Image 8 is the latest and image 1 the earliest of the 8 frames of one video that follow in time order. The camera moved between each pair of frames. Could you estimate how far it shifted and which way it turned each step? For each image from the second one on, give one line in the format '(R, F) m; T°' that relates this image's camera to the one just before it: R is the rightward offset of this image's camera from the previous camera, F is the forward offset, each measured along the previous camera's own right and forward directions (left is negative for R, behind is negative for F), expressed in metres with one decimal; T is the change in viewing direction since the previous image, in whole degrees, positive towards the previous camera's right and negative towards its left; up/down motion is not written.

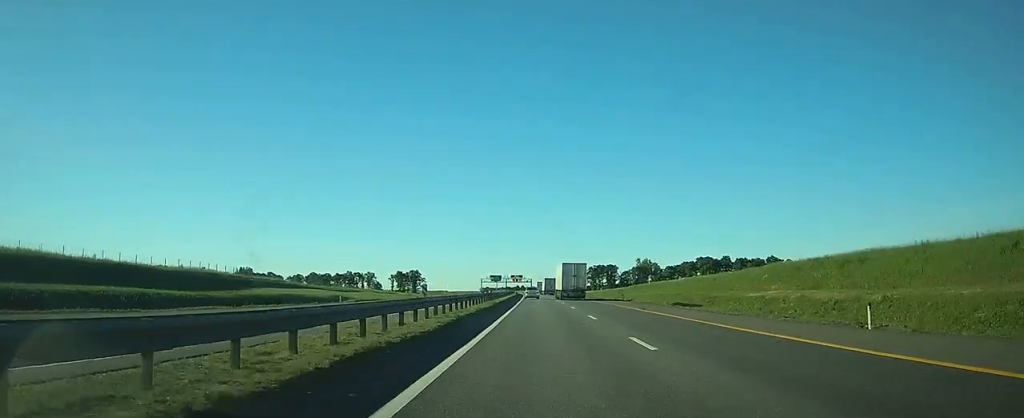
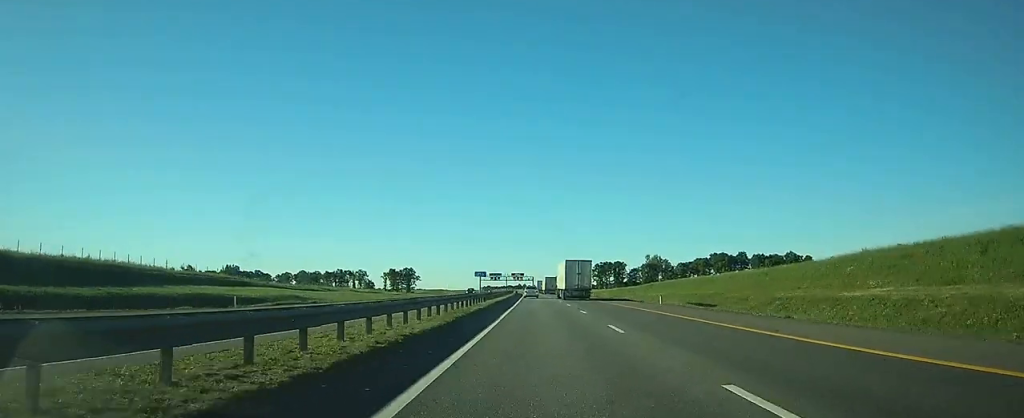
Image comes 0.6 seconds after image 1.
(-0.1, +19.8) m; 0°
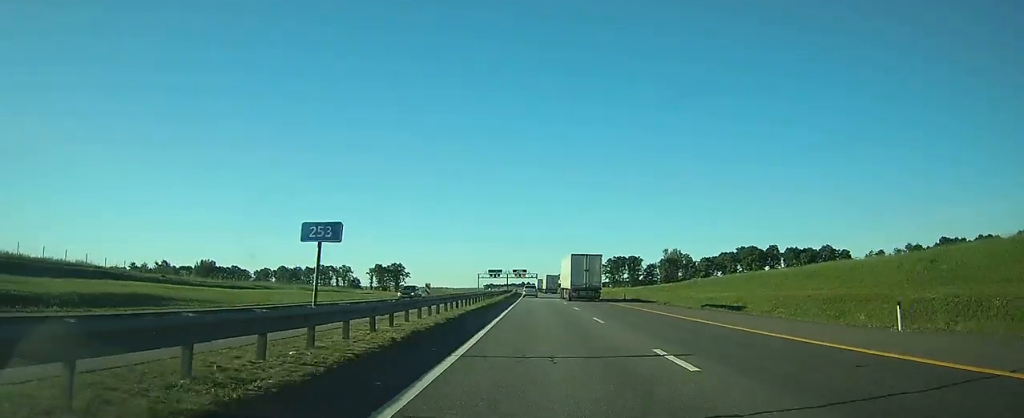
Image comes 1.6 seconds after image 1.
(-0.1, +31.9) m; 0°
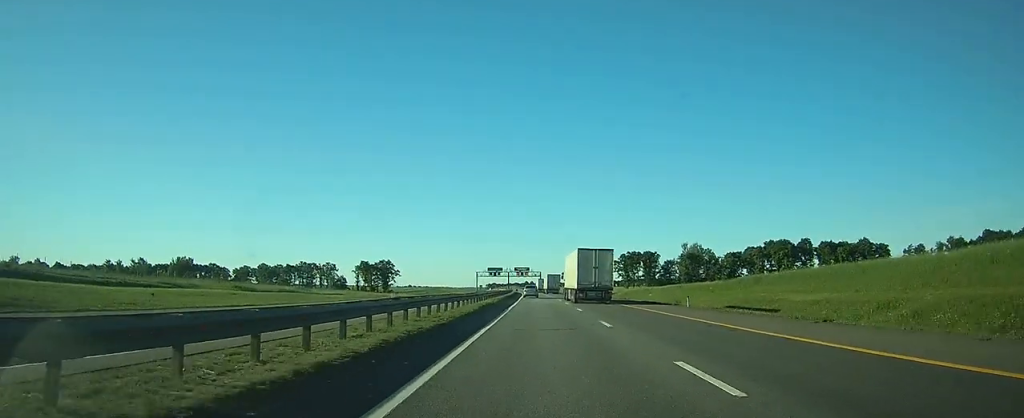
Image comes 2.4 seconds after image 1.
(-0.1, +26.3) m; 0°
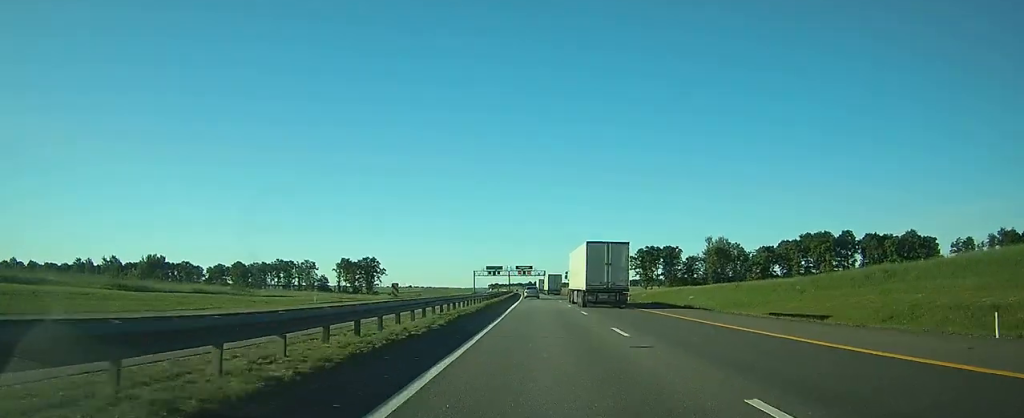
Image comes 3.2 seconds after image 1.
(-0.2, +27.4) m; 0°
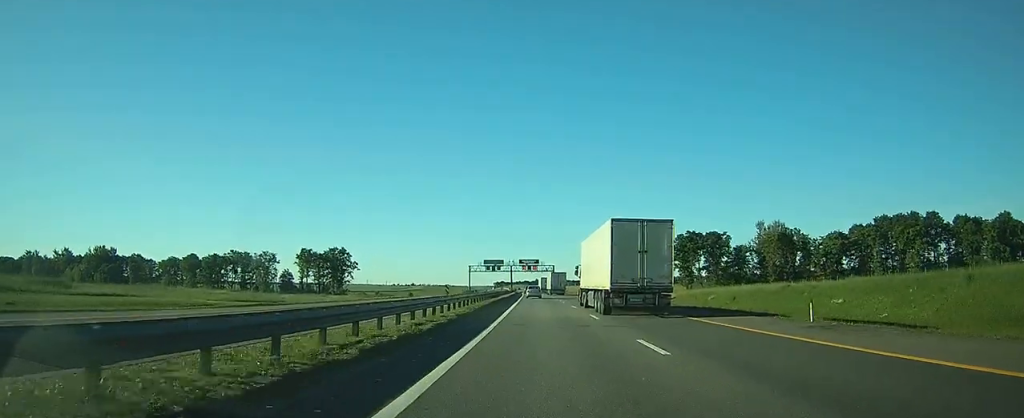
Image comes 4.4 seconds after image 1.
(-0.1, +40.5) m; 0°
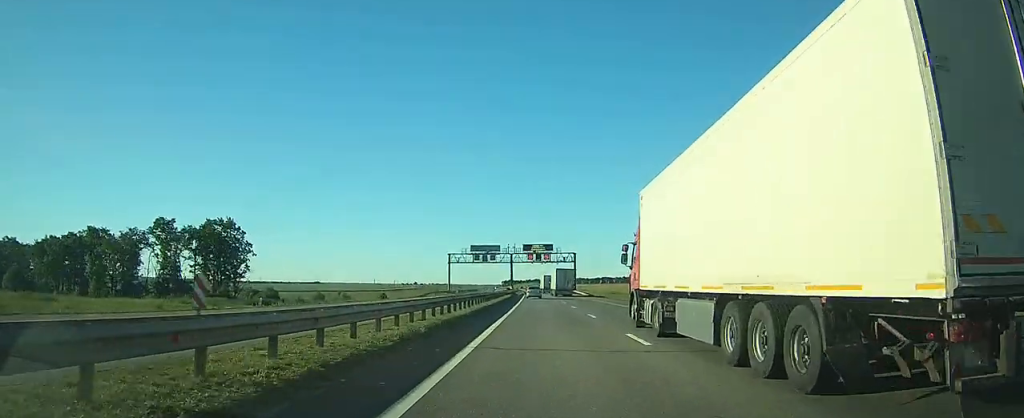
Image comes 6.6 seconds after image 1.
(-0.8, +70.0) m; -1°
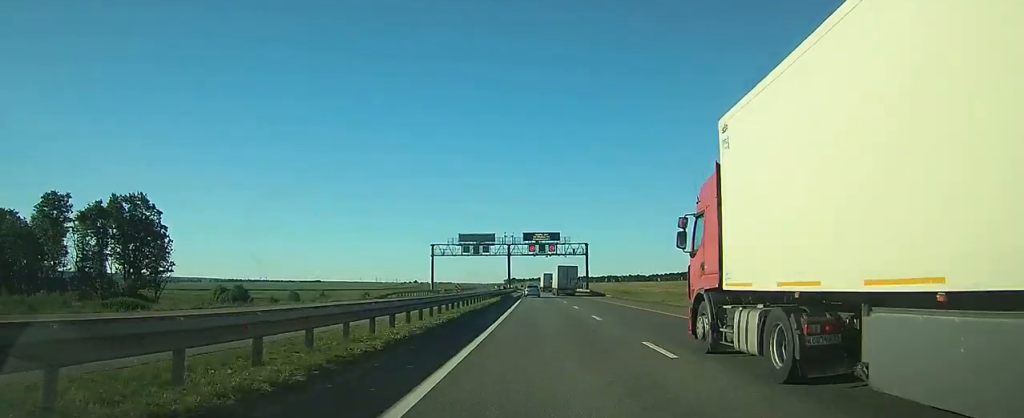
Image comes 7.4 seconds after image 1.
(-0.1, +26.4) m; 0°
